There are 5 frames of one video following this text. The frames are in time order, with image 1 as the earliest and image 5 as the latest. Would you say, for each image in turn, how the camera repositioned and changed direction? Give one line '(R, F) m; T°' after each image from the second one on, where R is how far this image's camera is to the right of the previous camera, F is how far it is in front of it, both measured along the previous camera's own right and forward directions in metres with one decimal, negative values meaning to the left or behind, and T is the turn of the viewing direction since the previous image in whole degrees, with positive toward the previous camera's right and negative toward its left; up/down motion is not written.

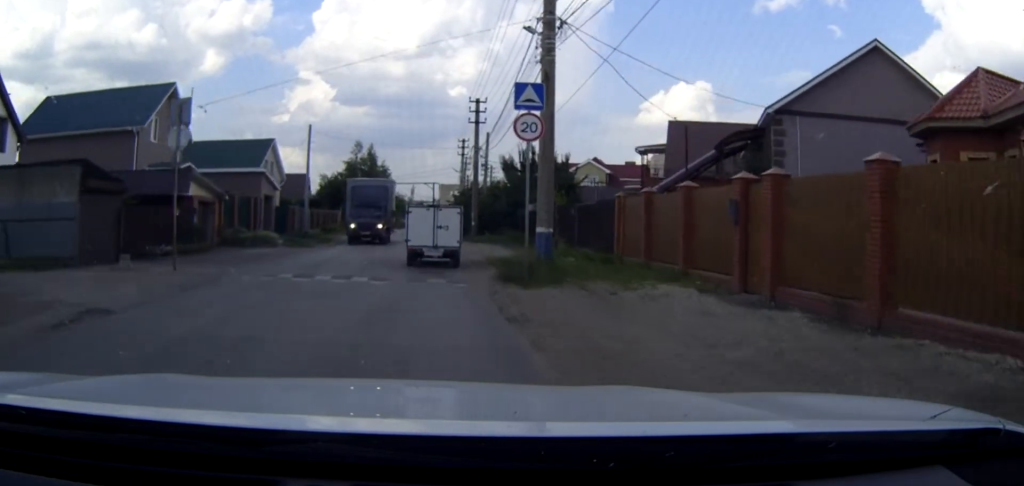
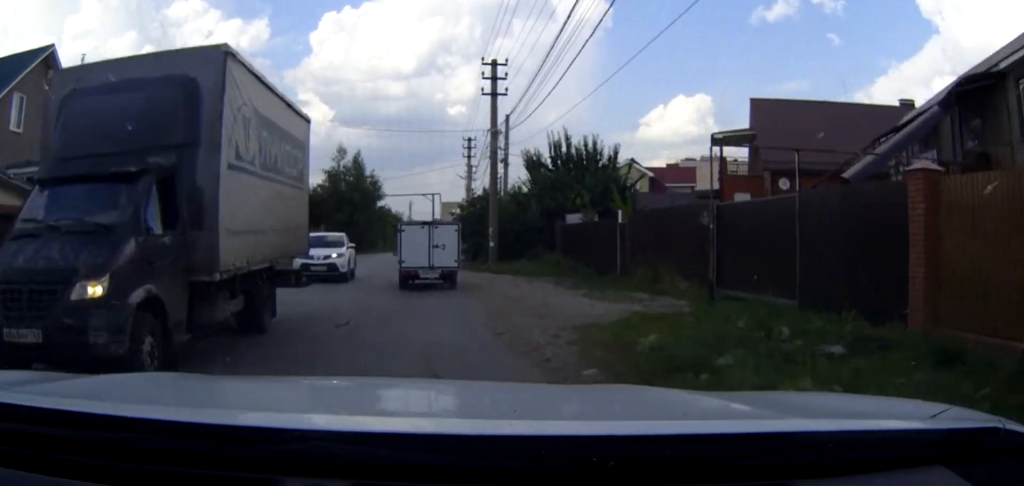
(-0.1, +18.4) m; +1°
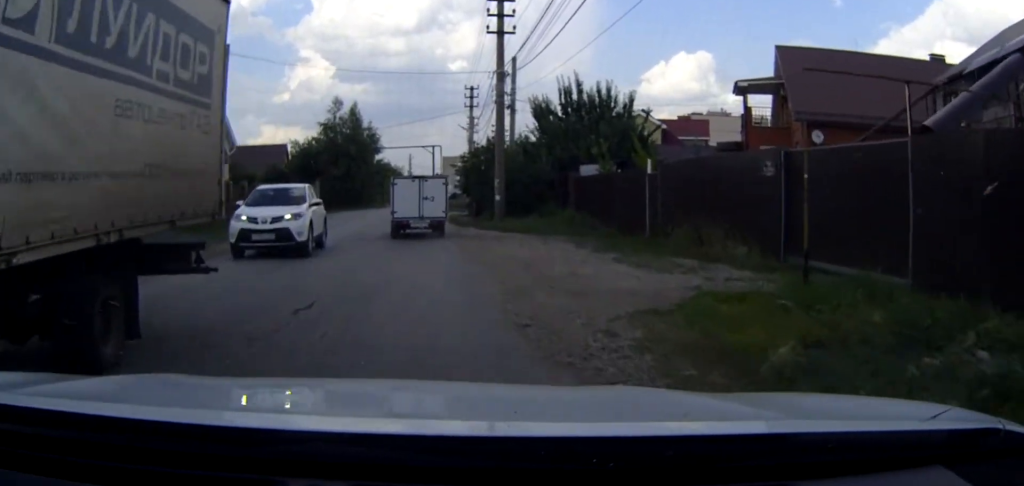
(0.0, +3.8) m; 0°
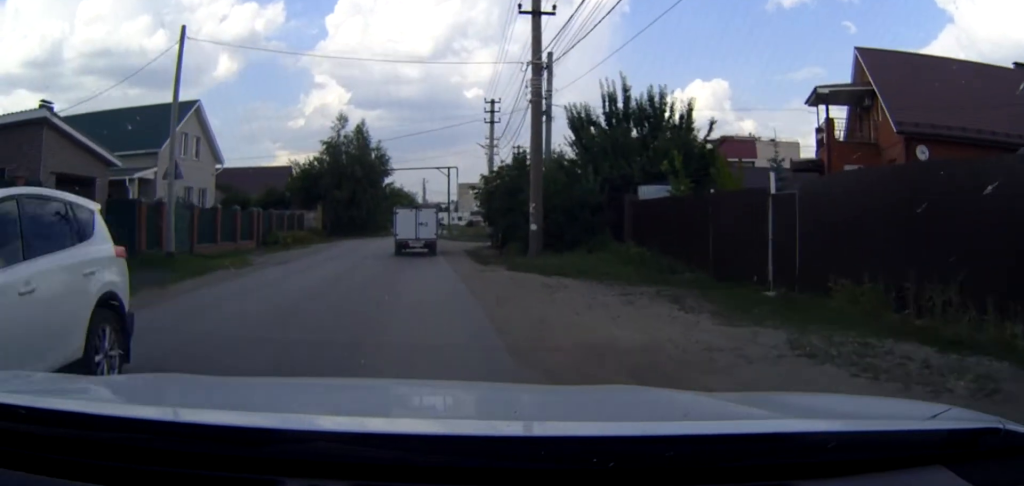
(-0.1, +7.7) m; -2°
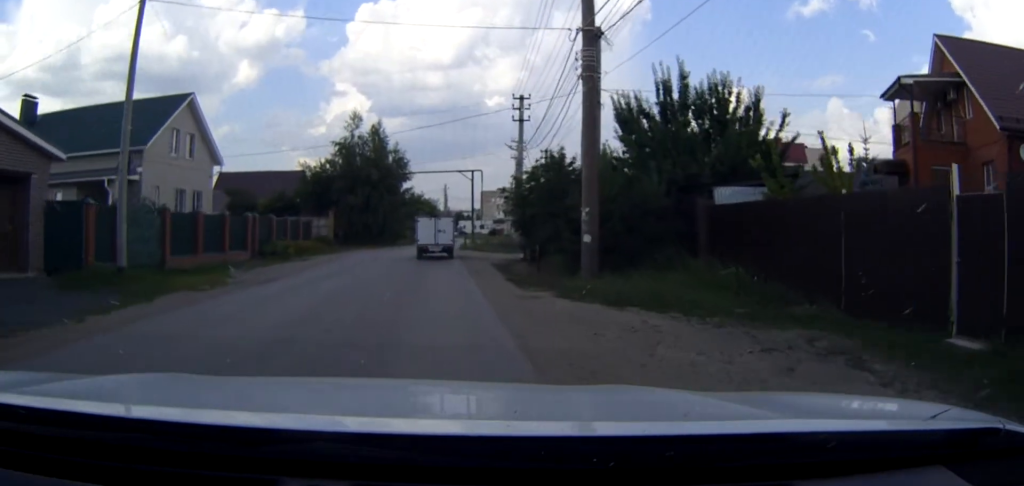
(0.0, +4.8) m; -1°
